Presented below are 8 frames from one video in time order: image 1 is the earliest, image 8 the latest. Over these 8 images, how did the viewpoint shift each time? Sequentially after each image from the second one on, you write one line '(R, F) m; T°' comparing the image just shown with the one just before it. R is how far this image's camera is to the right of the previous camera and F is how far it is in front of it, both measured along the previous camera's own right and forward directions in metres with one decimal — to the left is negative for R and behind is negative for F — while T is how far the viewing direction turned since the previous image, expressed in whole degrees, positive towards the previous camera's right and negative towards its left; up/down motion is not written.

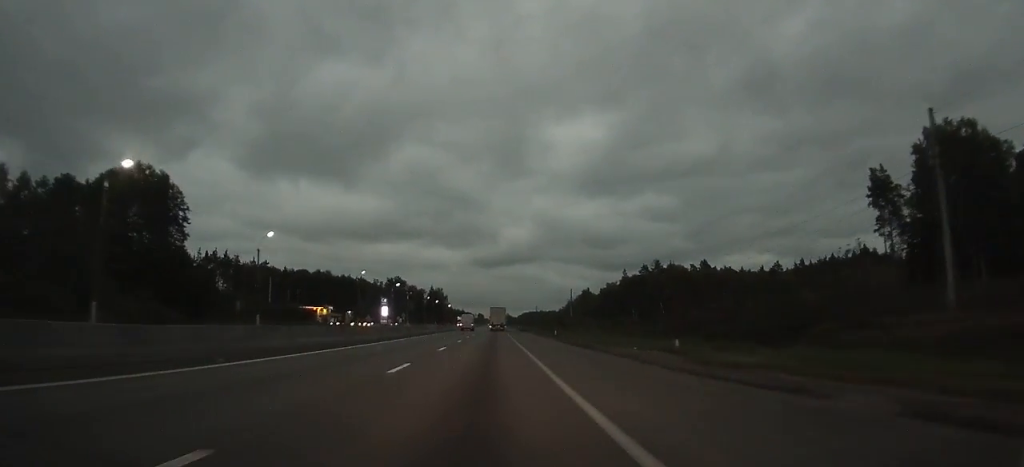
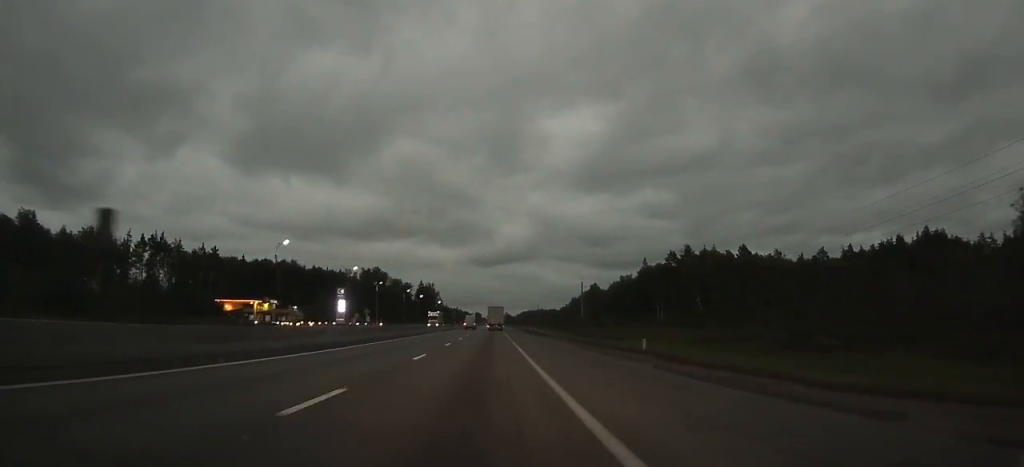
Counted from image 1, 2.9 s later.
(0.0, +42.2) m; 0°
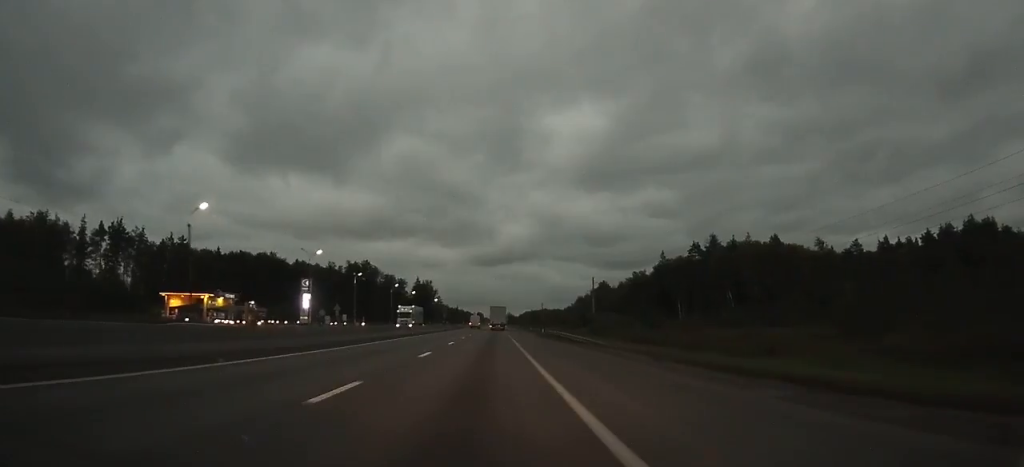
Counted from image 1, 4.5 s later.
(0.0, +22.8) m; 0°
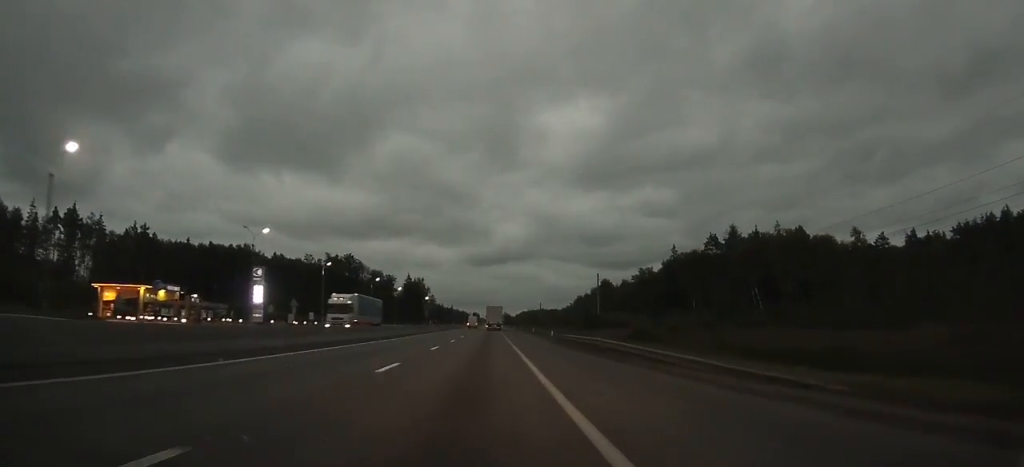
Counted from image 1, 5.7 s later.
(0.0, +18.2) m; 0°
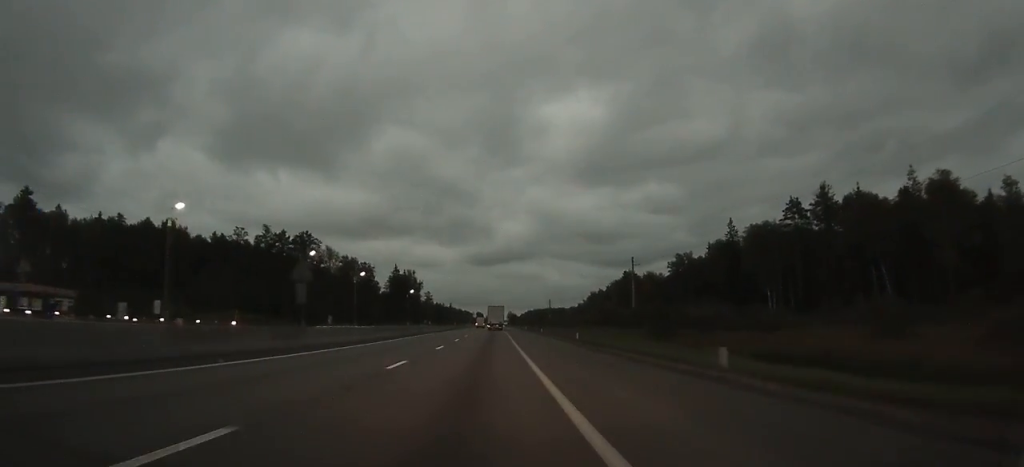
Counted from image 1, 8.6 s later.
(-0.1, +45.9) m; 0°
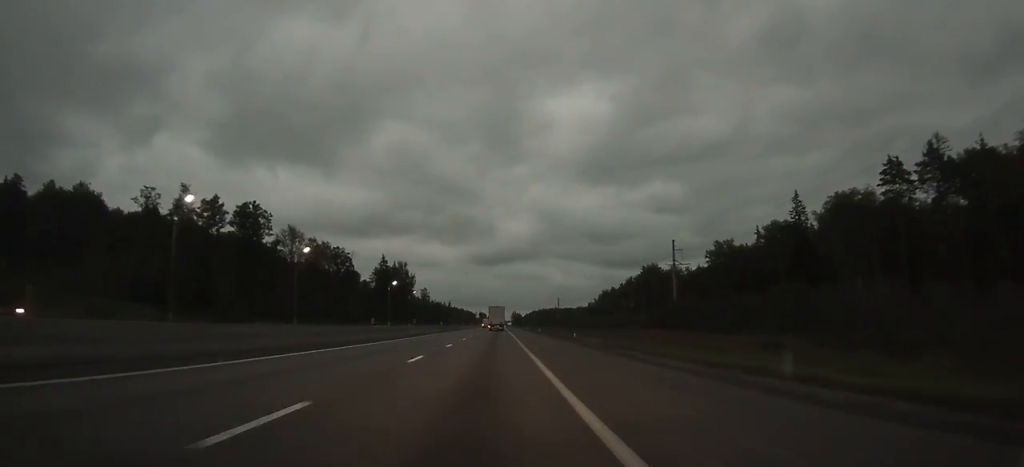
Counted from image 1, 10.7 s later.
(0.0, +33.2) m; 0°
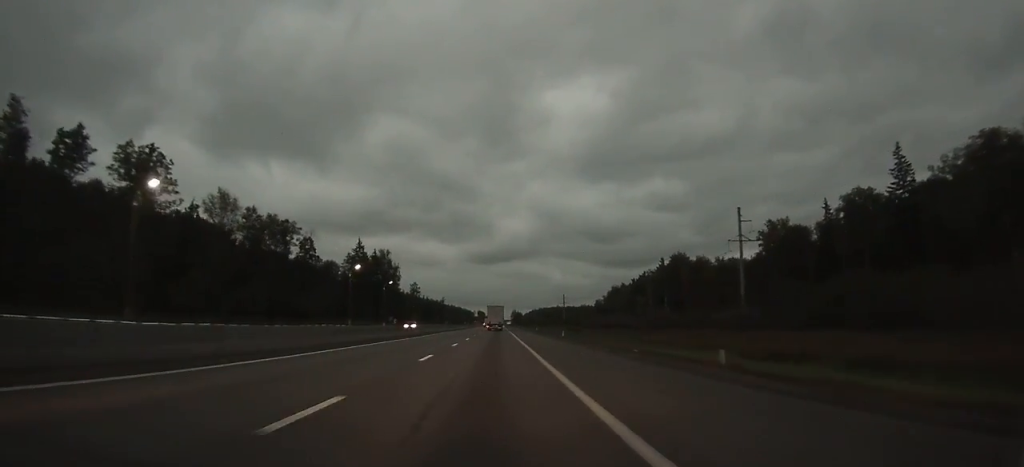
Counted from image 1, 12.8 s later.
(-0.1, +34.8) m; 0°
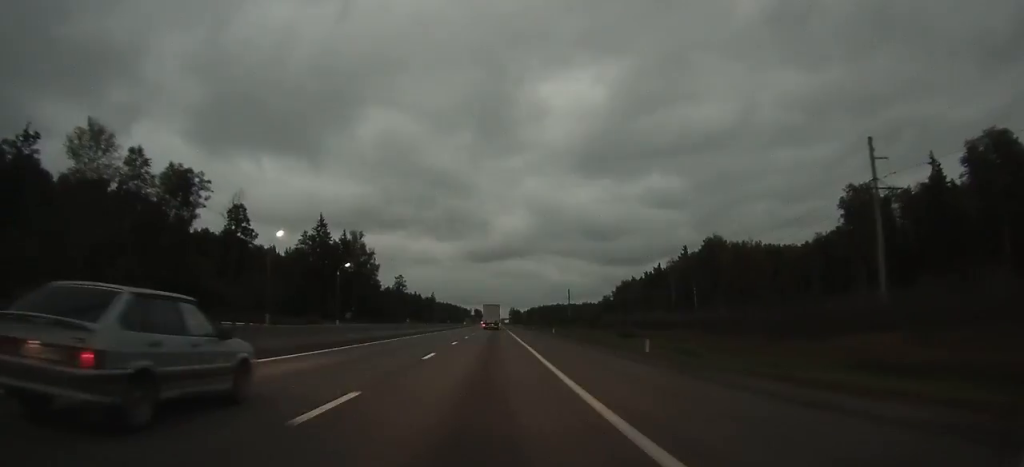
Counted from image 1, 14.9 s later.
(0.0, +35.2) m; 0°
